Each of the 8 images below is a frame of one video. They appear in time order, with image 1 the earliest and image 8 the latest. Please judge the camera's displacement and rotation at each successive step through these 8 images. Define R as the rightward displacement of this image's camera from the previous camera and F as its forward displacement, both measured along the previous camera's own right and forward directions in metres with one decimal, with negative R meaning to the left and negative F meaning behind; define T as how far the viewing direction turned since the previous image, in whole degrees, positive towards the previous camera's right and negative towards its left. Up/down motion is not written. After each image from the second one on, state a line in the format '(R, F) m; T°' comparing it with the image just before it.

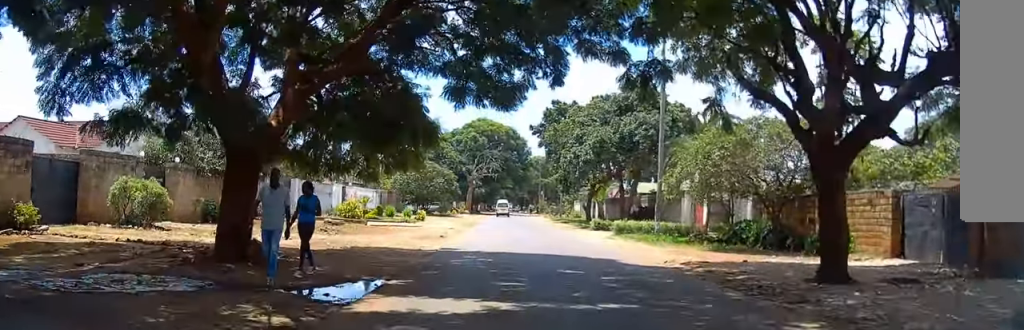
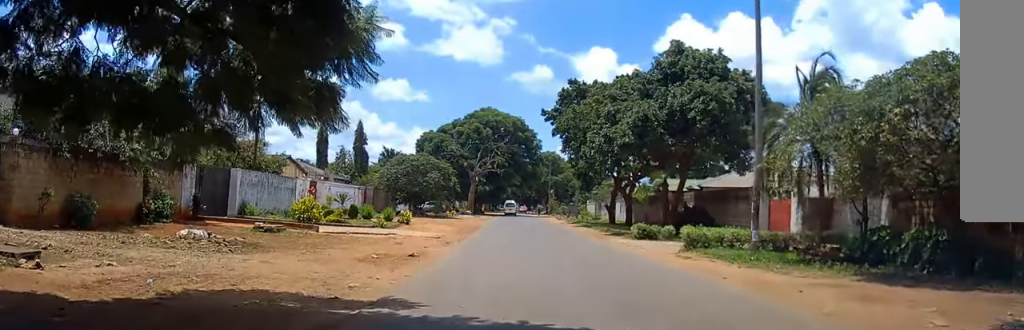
(0.0, +11.8) m; 0°
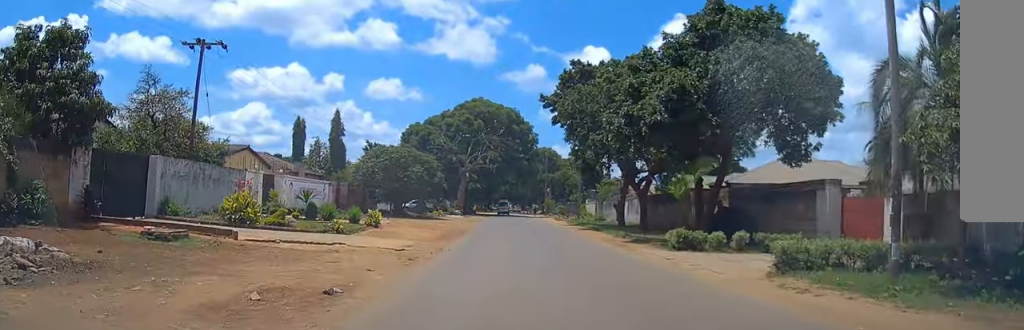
(0.0, +8.1) m; 0°
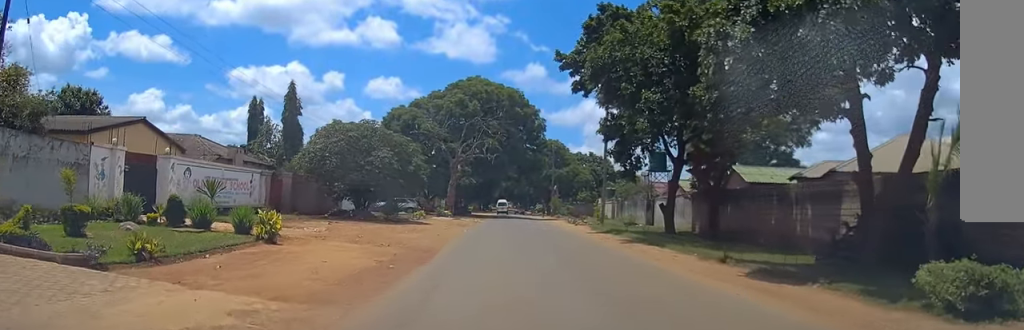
(+0.1, +15.2) m; 0°
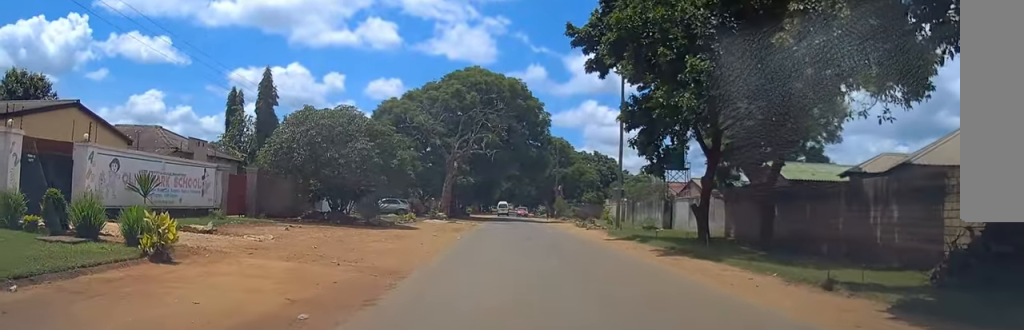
(-0.1, +6.2) m; 0°
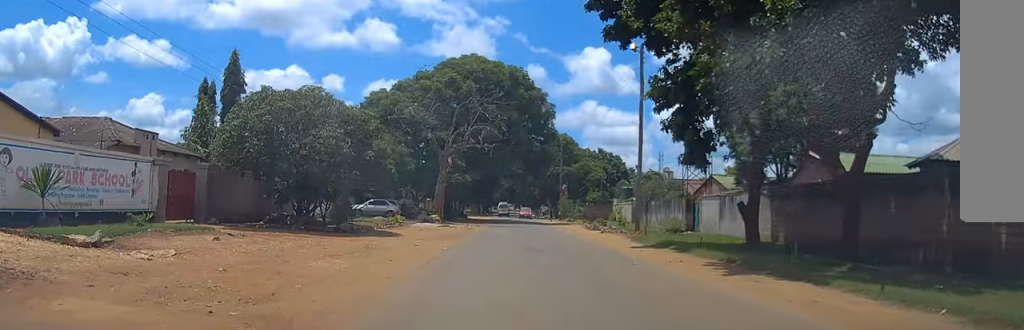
(+0.1, +6.3) m; +1°
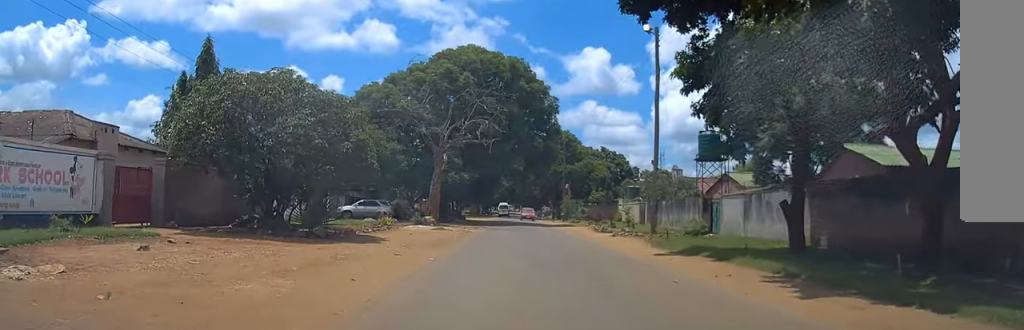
(0.0, +4.0) m; 0°
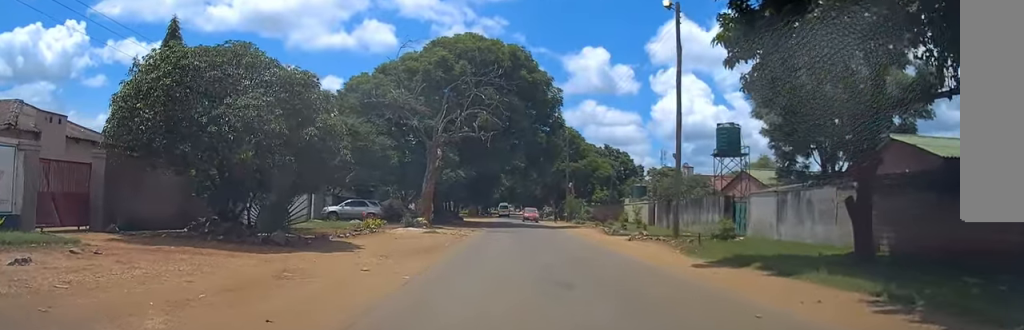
(0.0, +4.3) m; 0°
